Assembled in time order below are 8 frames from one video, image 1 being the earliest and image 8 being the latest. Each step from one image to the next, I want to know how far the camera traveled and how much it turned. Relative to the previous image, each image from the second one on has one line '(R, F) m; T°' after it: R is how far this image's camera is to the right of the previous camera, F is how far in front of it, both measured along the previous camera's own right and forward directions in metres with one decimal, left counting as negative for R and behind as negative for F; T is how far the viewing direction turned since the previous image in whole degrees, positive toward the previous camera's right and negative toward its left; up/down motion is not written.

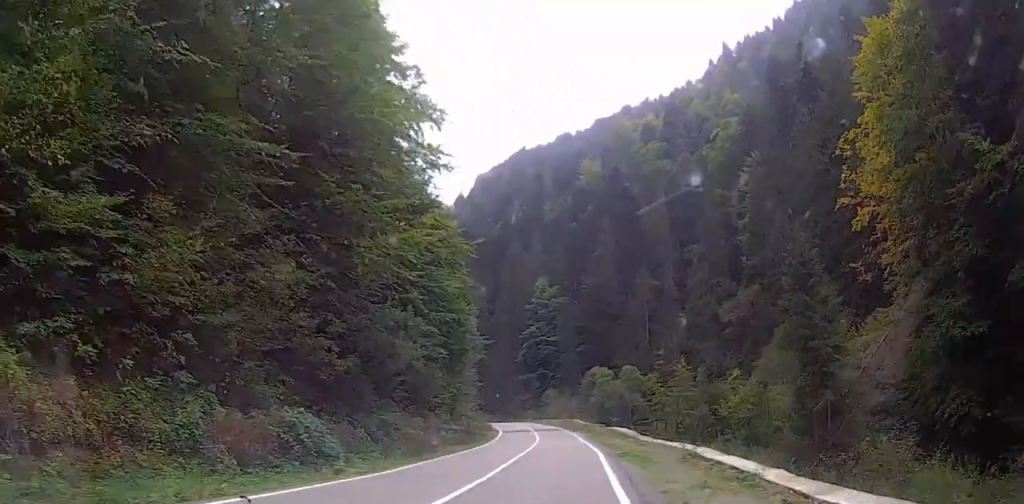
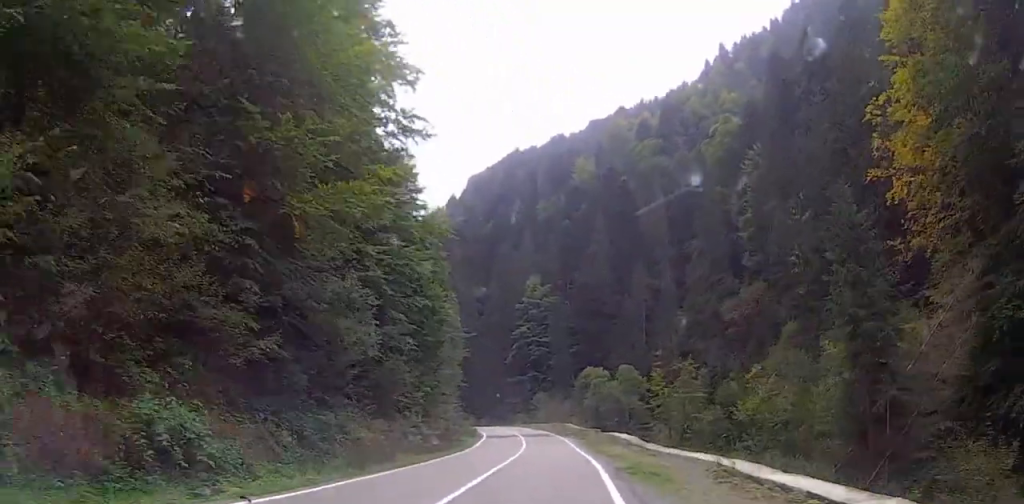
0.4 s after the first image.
(+0.1, +6.3) m; +1°
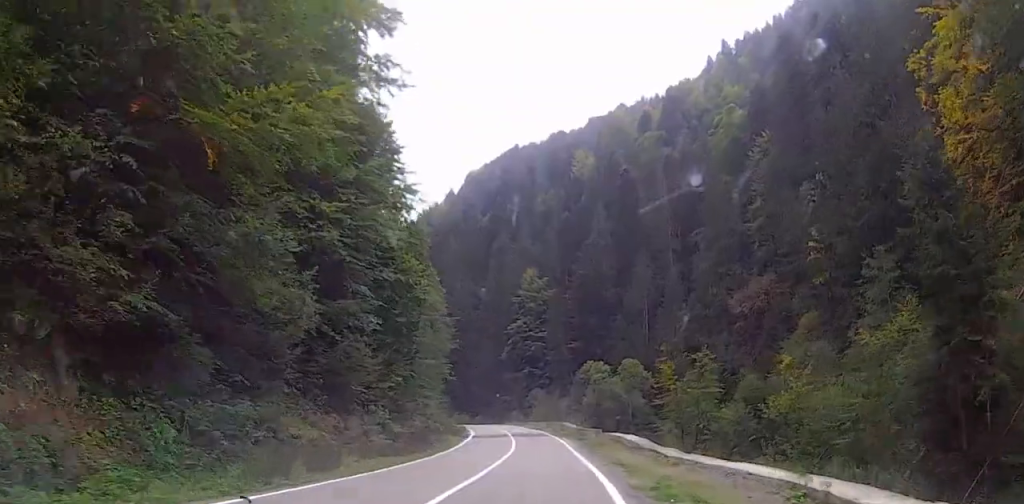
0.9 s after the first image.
(0.0, +6.4) m; 0°
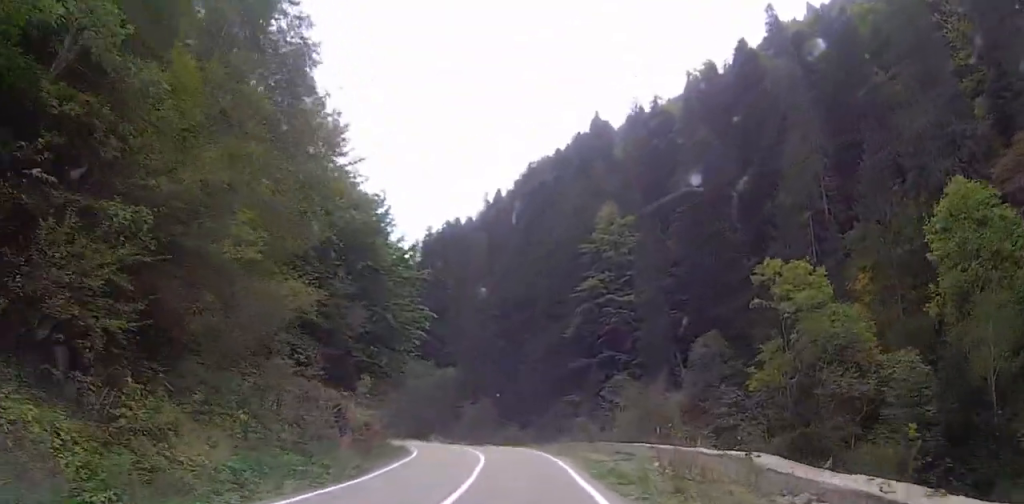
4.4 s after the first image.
(-1.6, +60.7) m; -5°
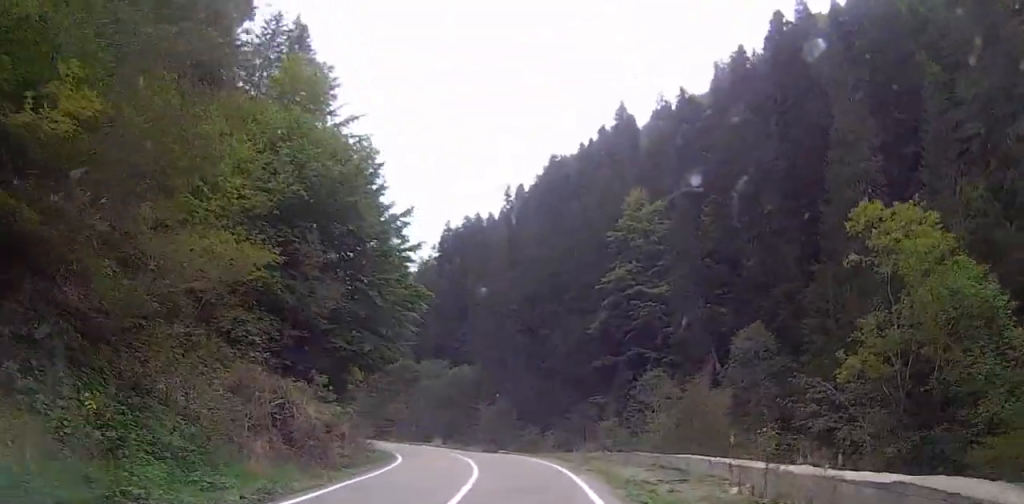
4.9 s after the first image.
(-0.1, +10.3) m; -2°
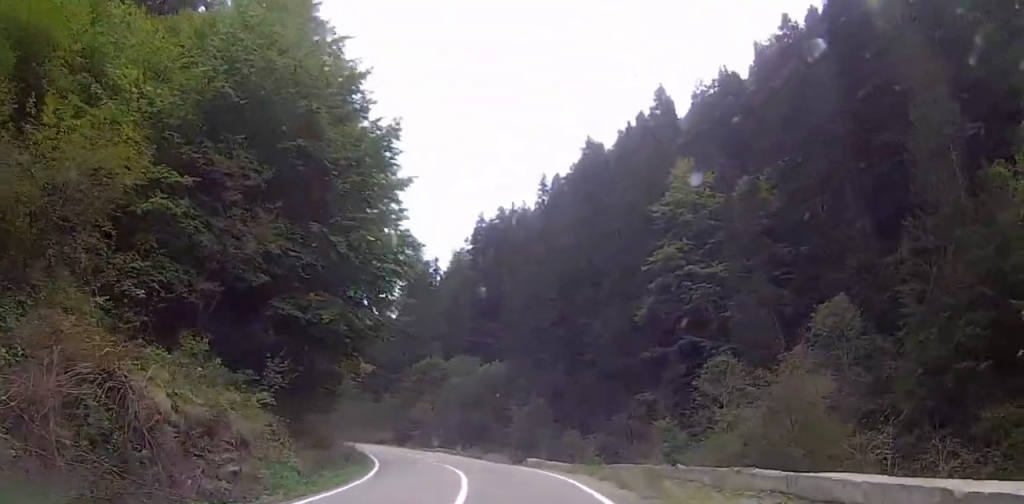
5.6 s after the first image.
(-0.4, +13.0) m; -5°
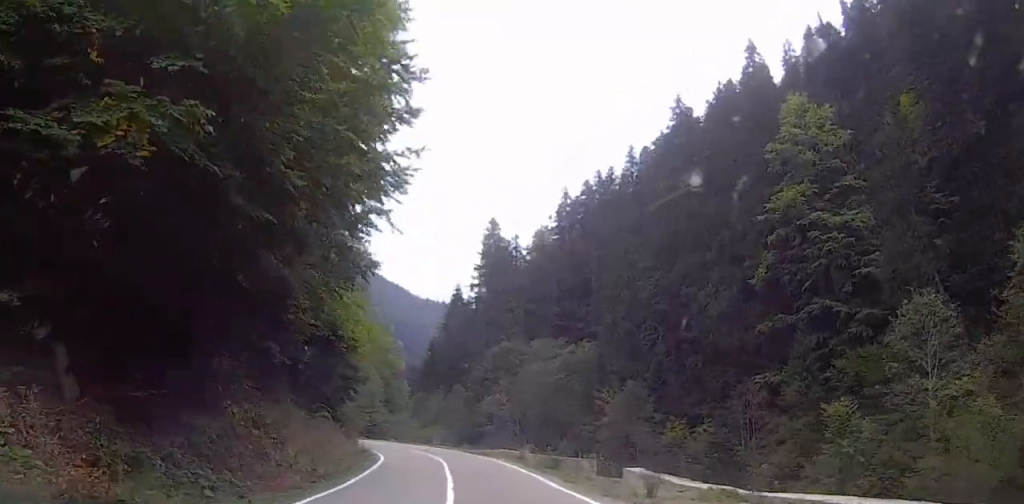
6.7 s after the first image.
(-1.2, +17.0) m; -9°
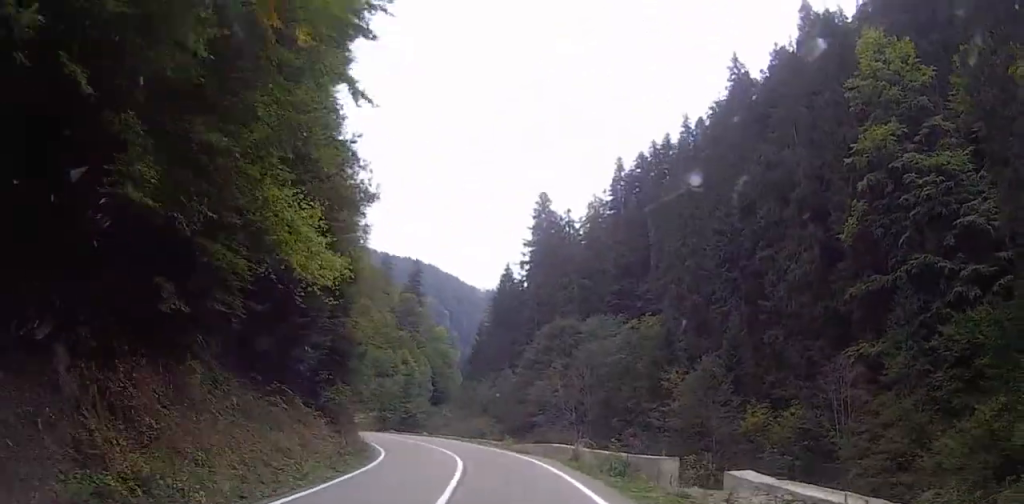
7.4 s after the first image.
(-0.5, +9.9) m; -5°
